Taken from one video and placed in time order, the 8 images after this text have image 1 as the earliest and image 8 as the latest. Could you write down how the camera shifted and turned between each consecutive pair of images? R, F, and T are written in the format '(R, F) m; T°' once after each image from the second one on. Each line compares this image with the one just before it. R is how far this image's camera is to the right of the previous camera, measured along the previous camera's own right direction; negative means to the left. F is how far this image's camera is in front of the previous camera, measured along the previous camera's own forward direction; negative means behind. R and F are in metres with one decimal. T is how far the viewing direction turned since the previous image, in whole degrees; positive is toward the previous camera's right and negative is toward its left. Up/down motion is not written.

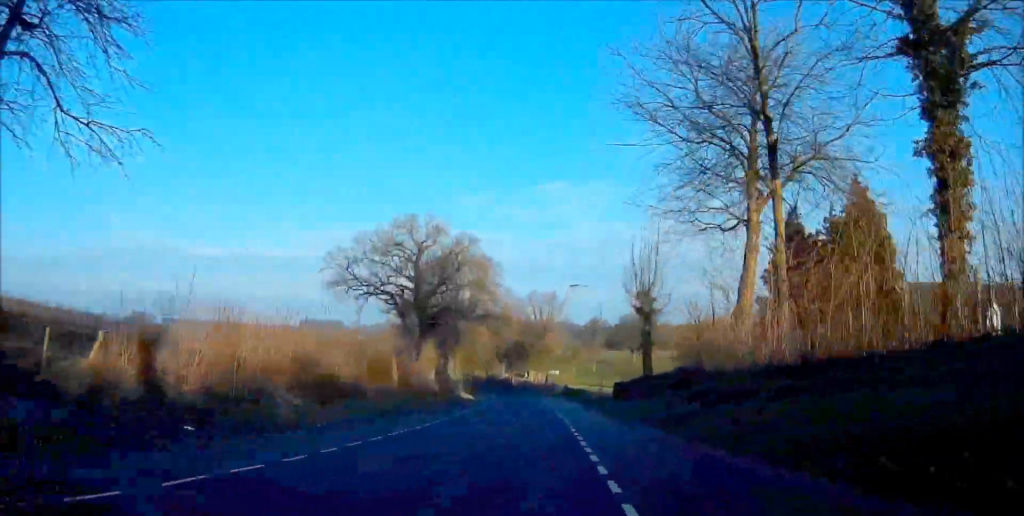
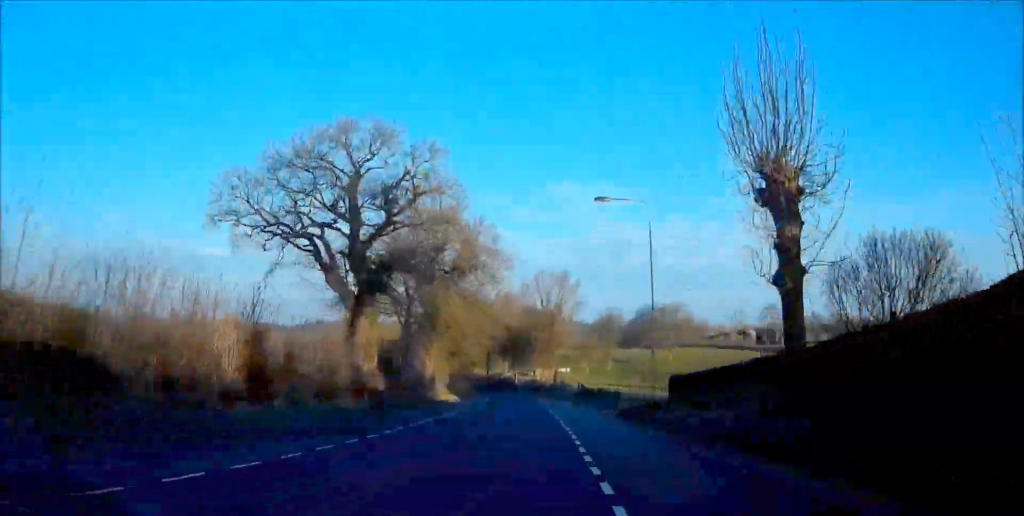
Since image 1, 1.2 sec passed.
(0.0, +22.2) m; -1°
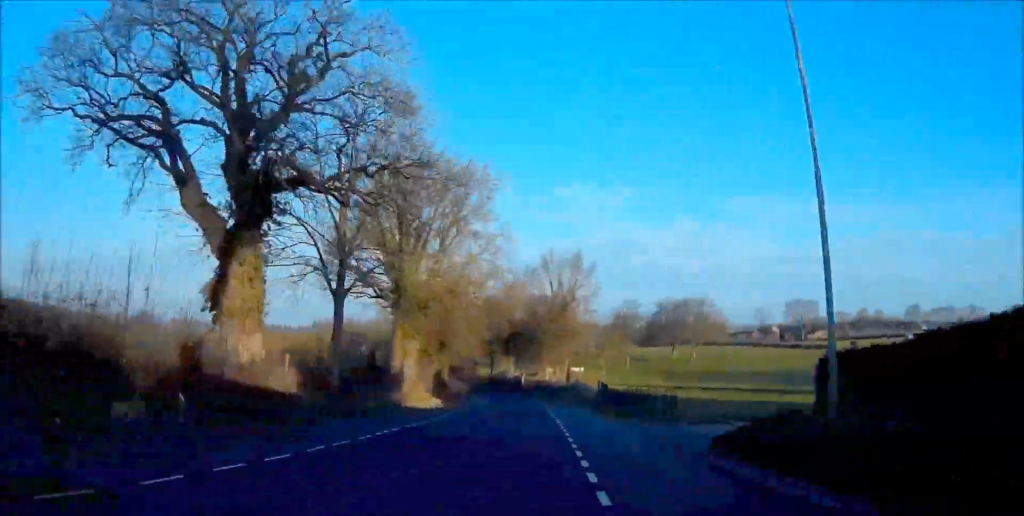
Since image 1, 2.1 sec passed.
(-0.2, +17.1) m; -2°
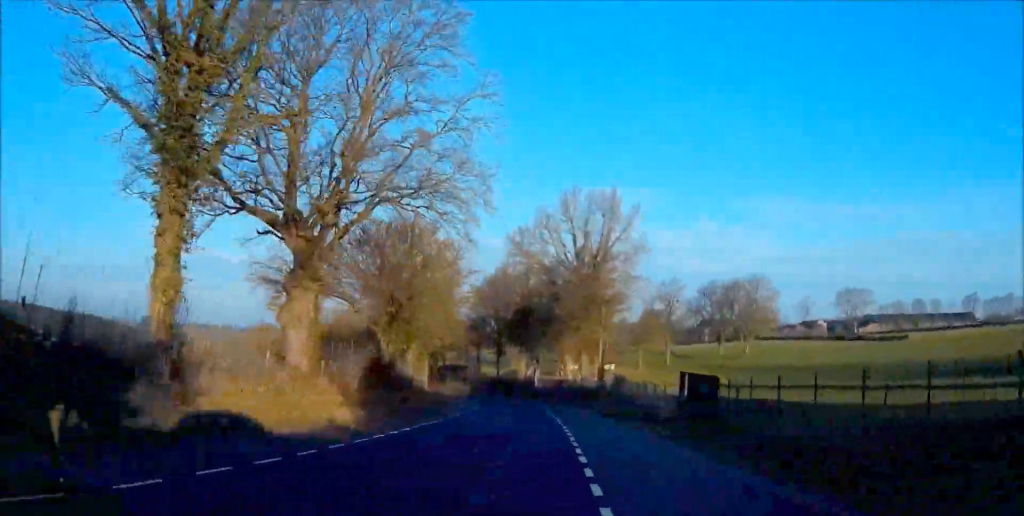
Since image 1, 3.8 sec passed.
(-0.6, +30.4) m; -3°
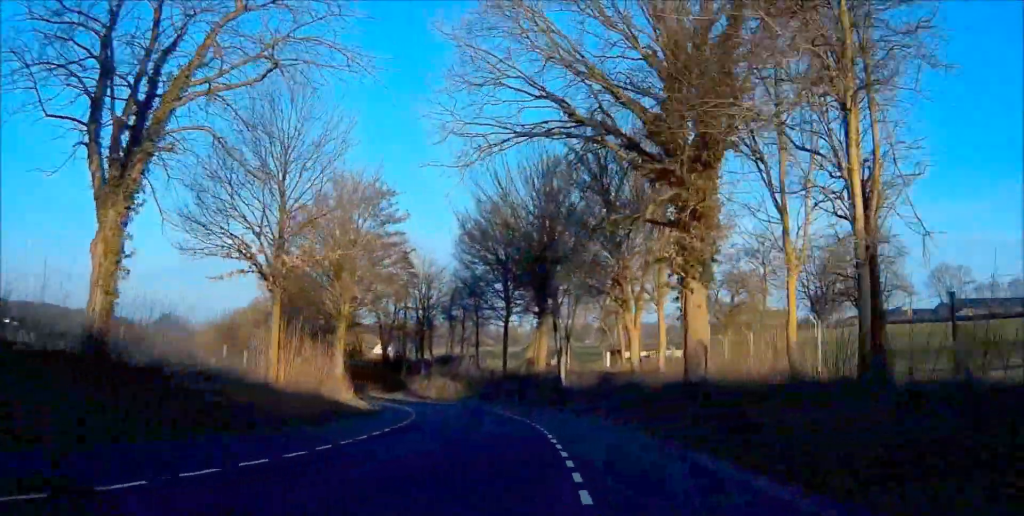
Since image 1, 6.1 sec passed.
(-1.7, +42.2) m; -6°
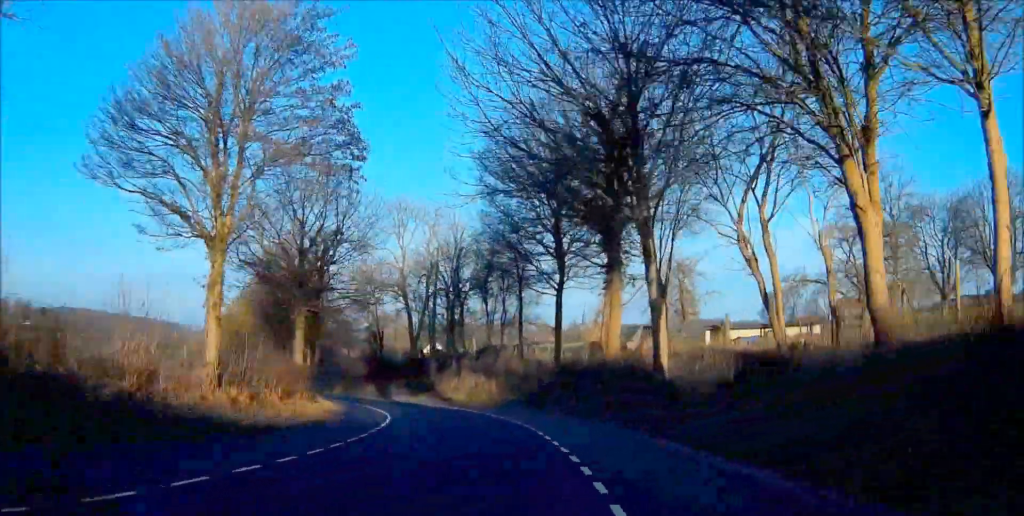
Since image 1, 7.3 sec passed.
(+1.0, +21.6) m; -5°
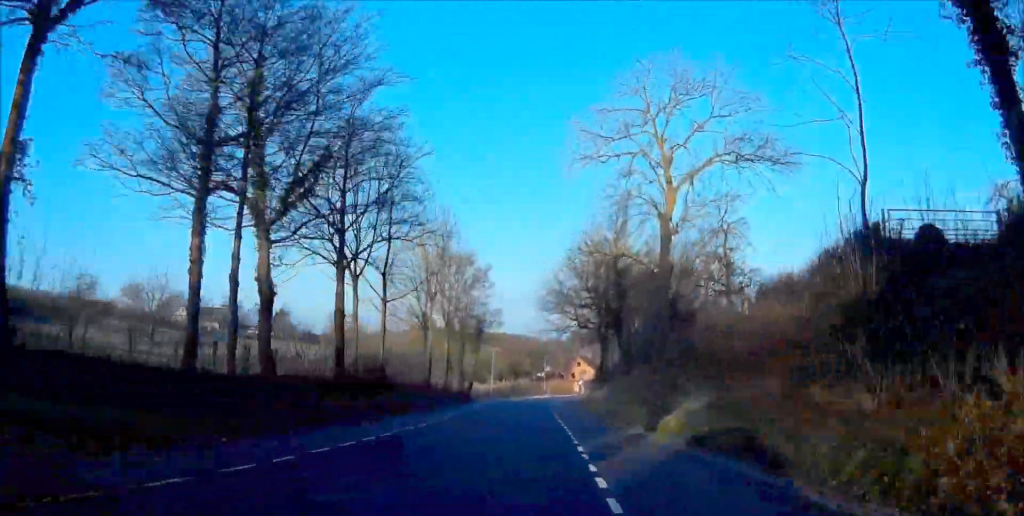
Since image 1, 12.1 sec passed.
(-23.7, +80.8) m; -24°
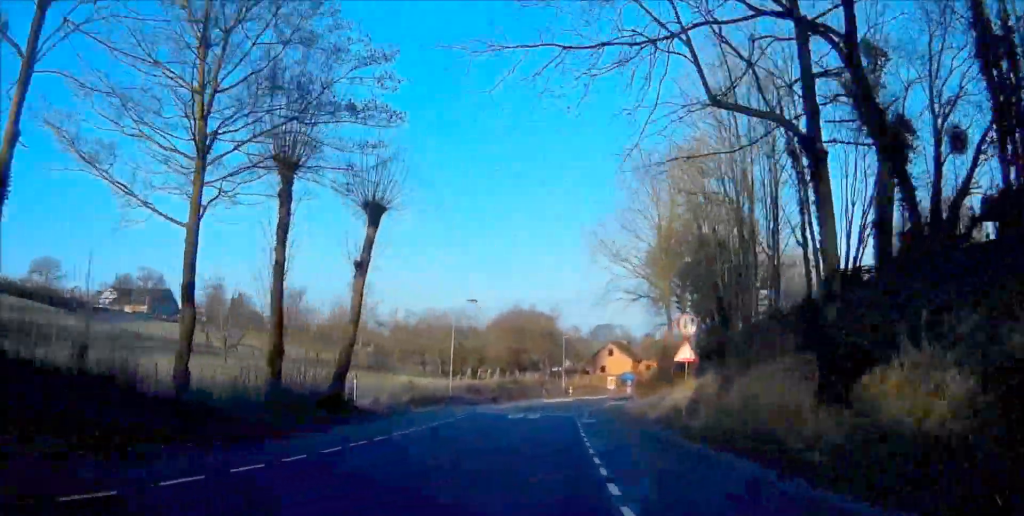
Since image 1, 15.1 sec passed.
(-0.8, +49.9) m; 0°
